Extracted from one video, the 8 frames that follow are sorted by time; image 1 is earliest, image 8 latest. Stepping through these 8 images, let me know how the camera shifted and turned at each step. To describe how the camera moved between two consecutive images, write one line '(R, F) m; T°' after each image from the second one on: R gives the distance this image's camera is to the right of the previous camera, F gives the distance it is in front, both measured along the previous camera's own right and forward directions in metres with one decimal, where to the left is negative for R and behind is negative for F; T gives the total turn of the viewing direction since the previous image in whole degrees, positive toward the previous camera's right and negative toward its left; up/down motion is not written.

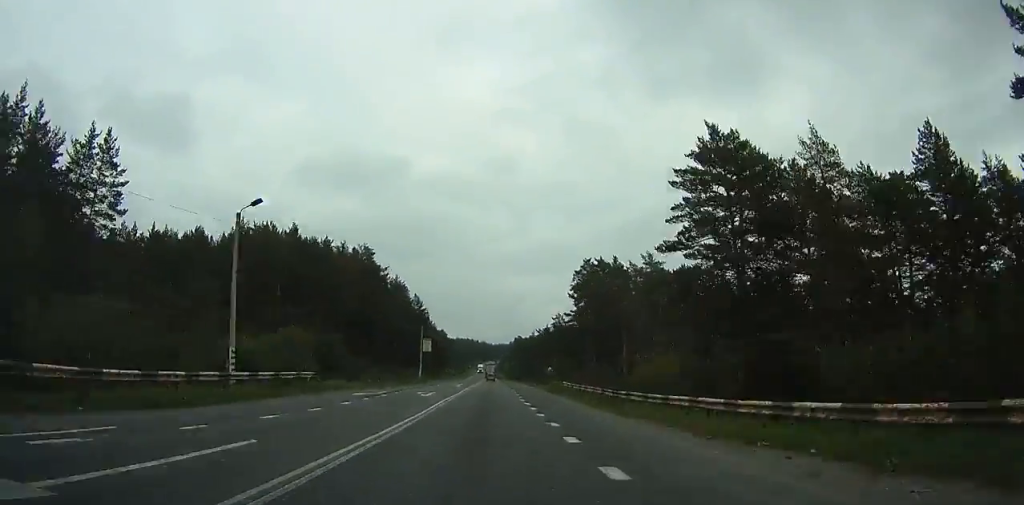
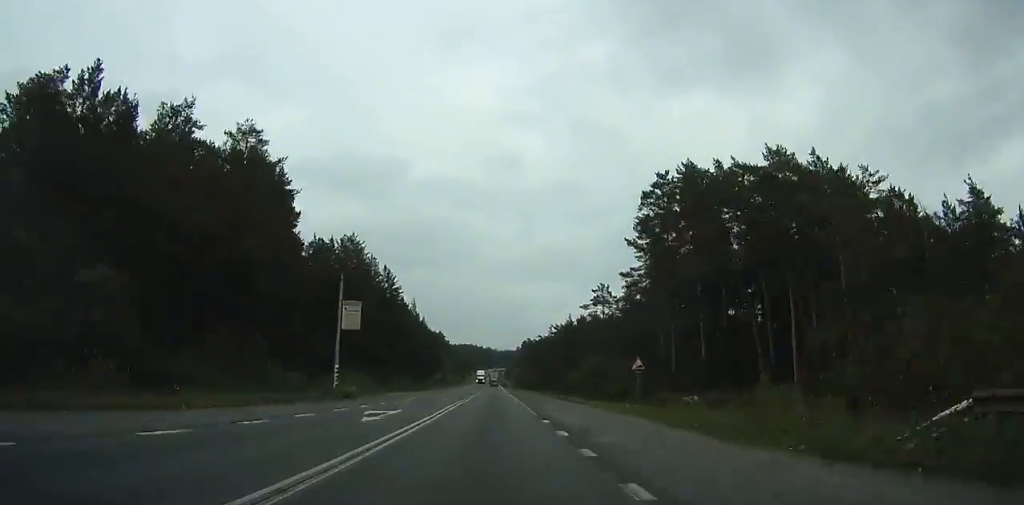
(-0.2, +46.4) m; 0°
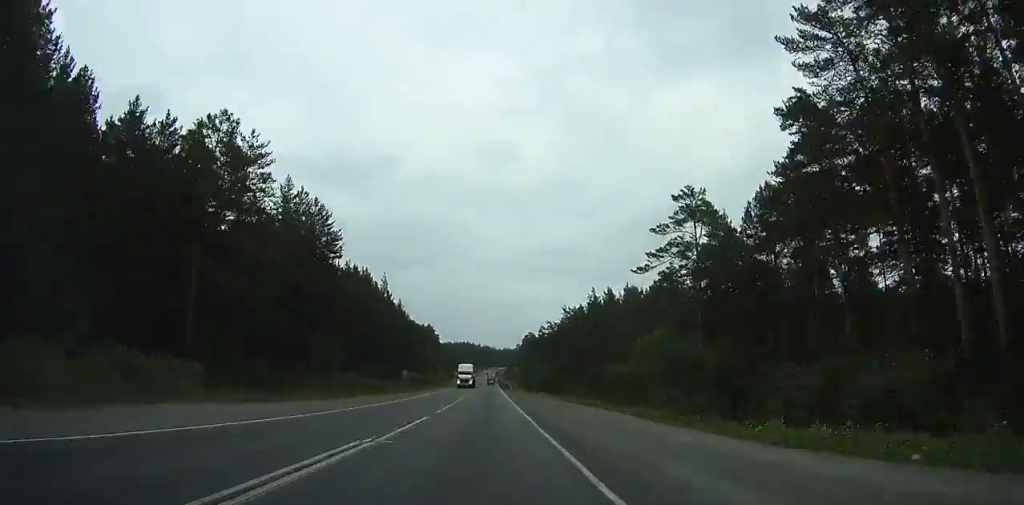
(-0.1, +38.3) m; 0°
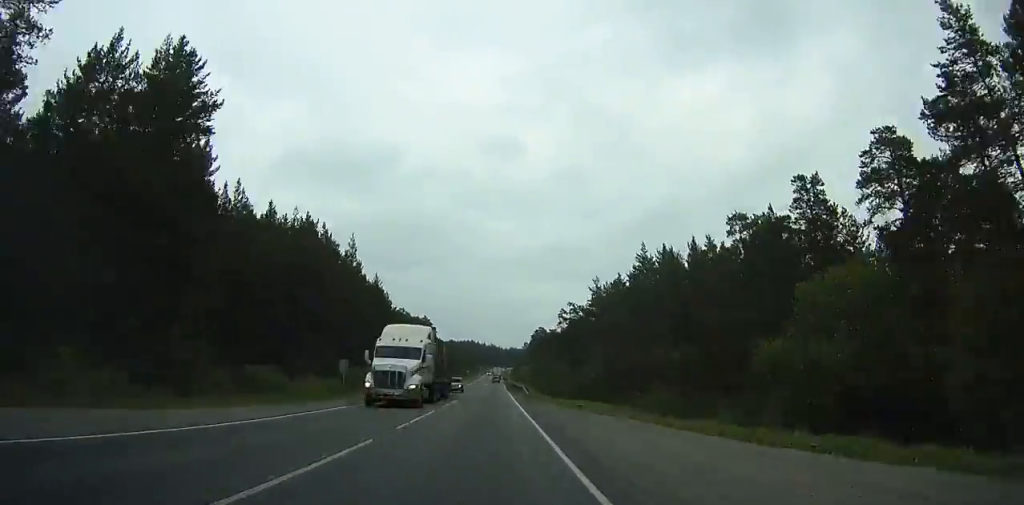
(-0.2, +32.2) m; 0°
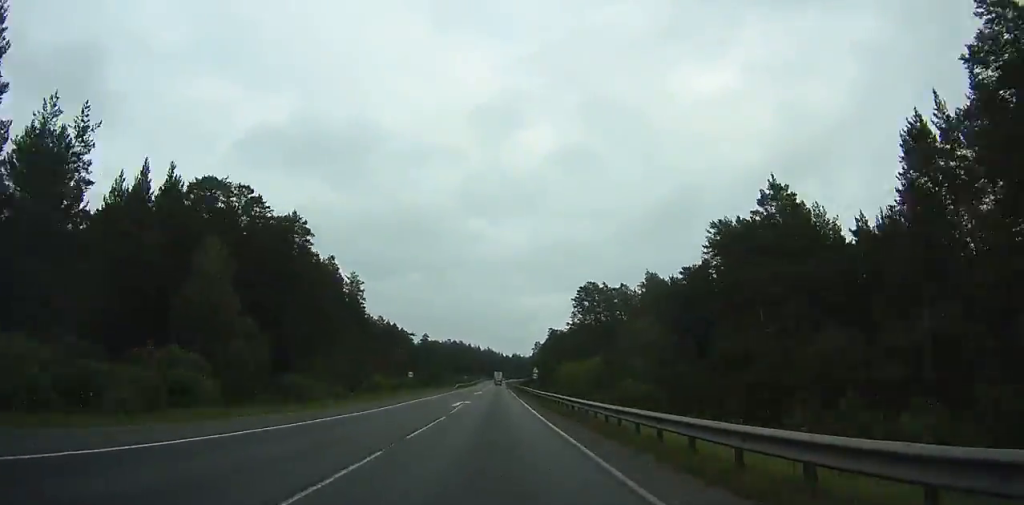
(+3.3, +139.3) m; 0°
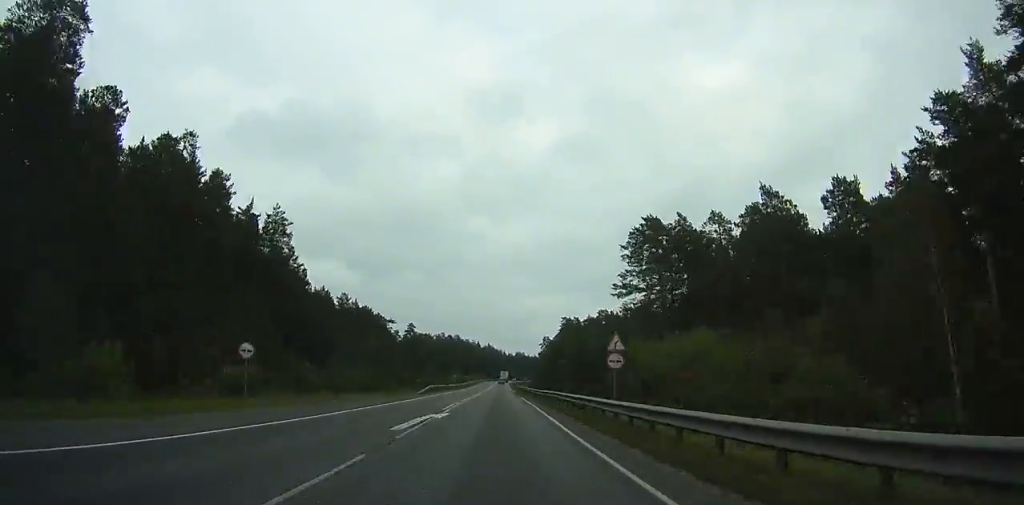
(-2.8, +46.5) m; -1°
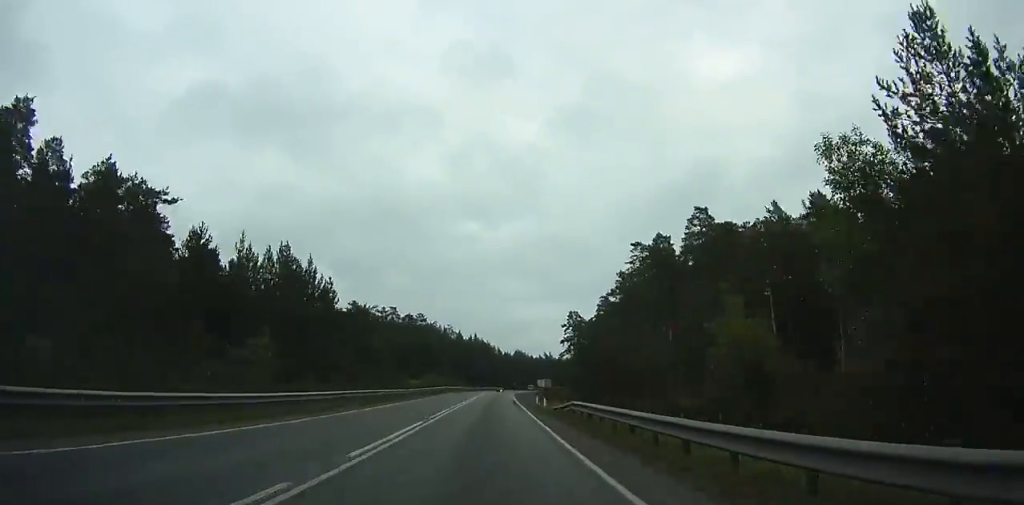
(+2.7, +120.1) m; +2°
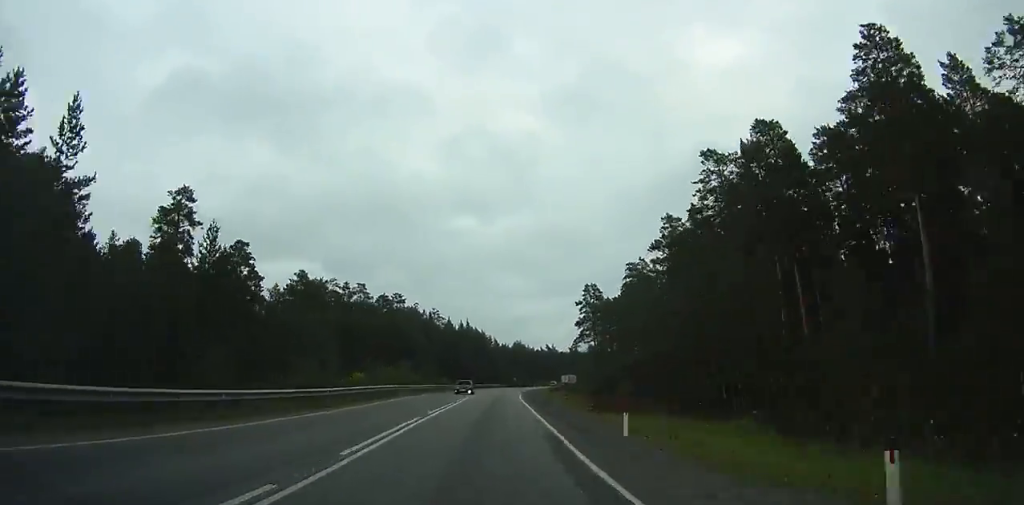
(+0.1, +35.6) m; 0°
